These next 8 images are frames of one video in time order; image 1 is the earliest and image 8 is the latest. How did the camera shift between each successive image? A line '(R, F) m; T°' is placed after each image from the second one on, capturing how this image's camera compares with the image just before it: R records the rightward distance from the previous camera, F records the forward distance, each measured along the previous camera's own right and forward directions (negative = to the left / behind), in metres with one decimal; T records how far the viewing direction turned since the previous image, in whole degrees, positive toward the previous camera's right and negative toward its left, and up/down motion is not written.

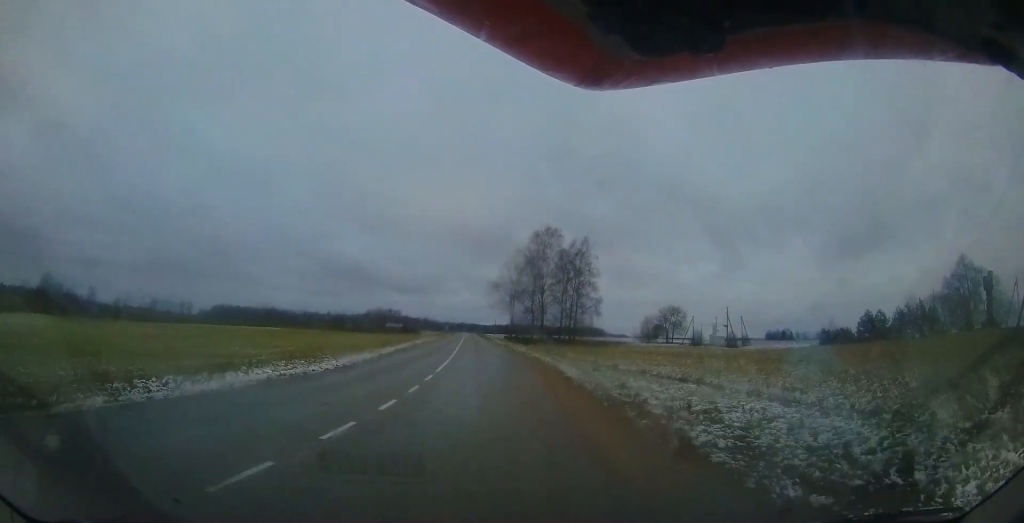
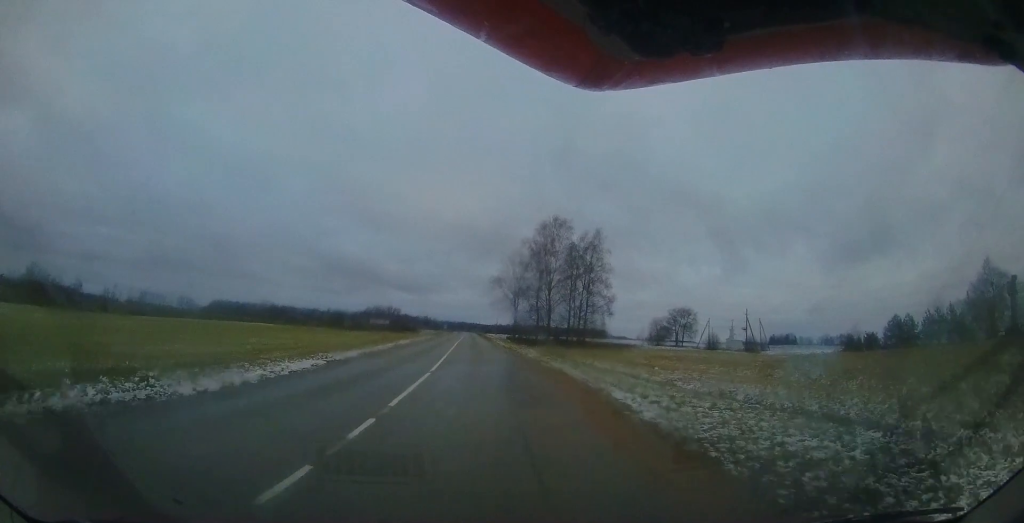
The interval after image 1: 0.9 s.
(0.0, +5.5) m; 0°
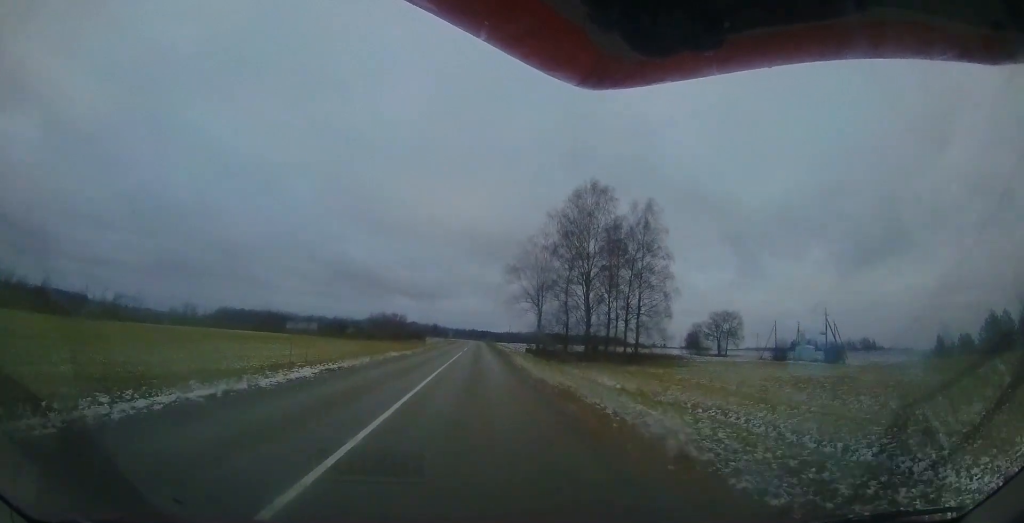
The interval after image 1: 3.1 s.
(+0.1, +16.2) m; +2°
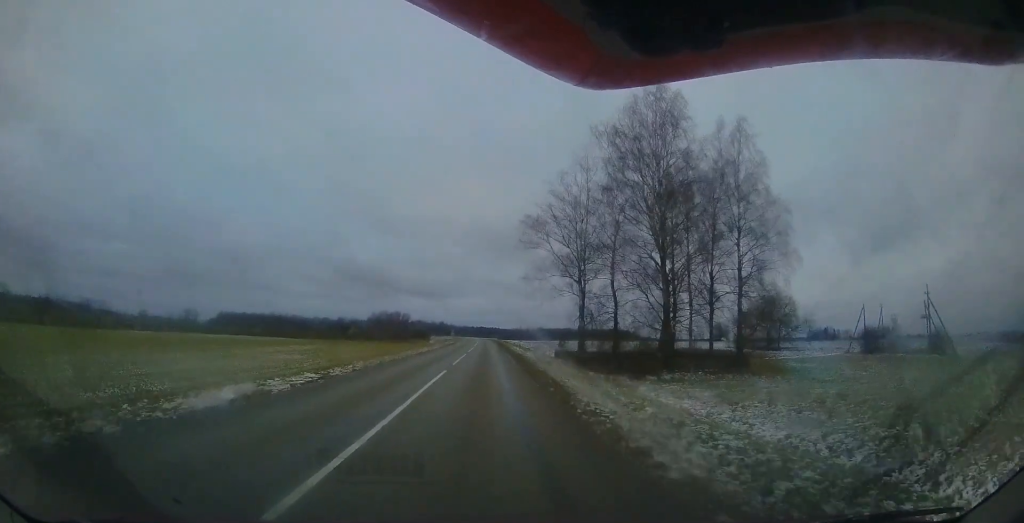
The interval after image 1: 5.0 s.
(-0.3, +16.5) m; -3°
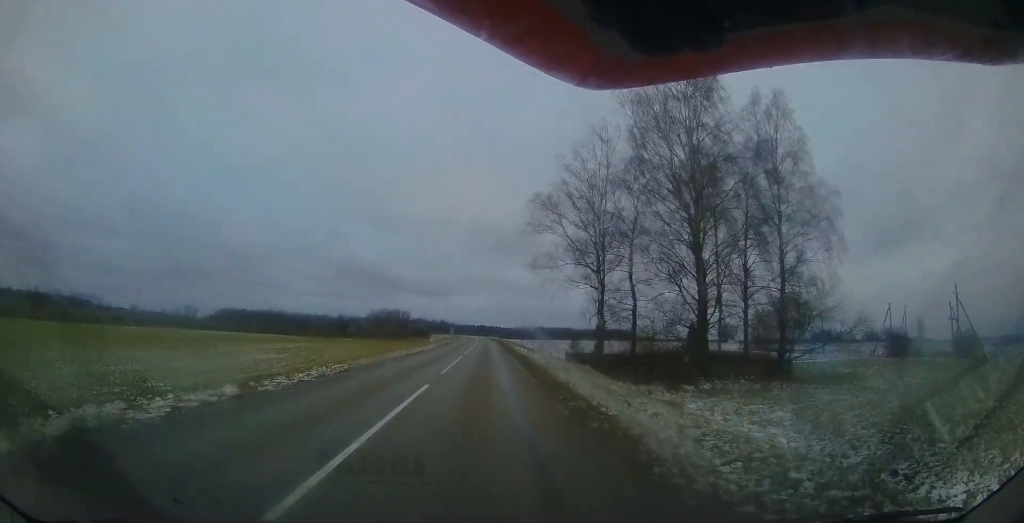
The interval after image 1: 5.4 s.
(0.0, +4.0) m; -1°
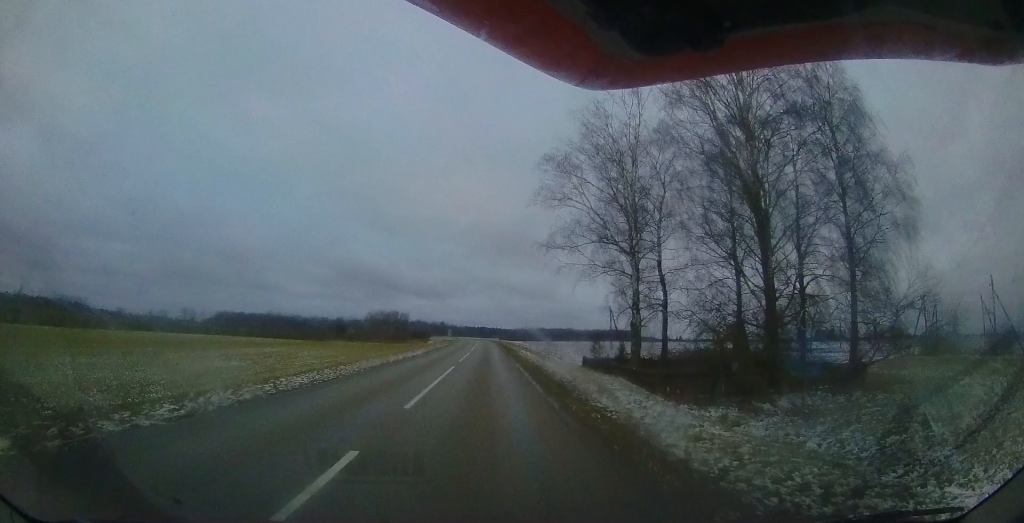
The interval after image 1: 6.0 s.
(-0.1, +5.4) m; -1°
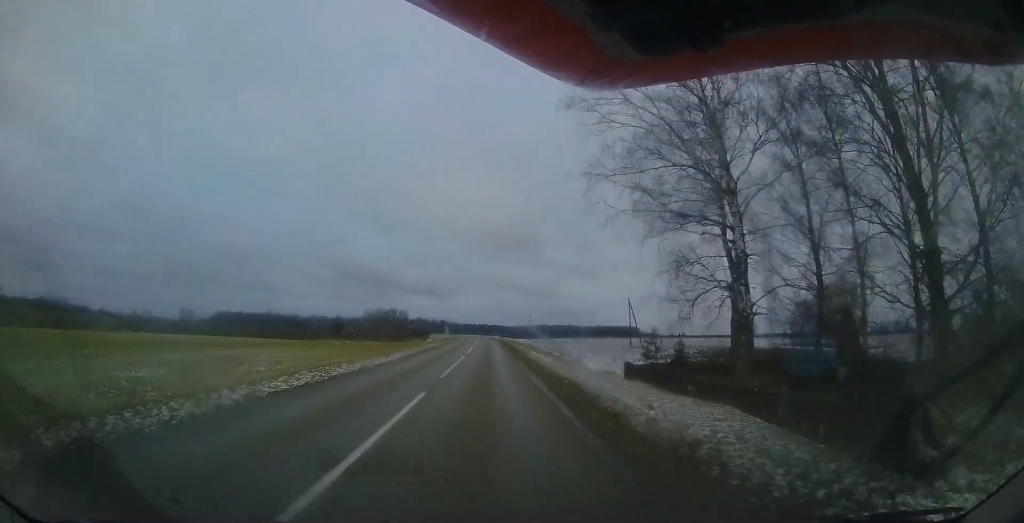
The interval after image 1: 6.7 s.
(-0.1, +7.3) m; 0°
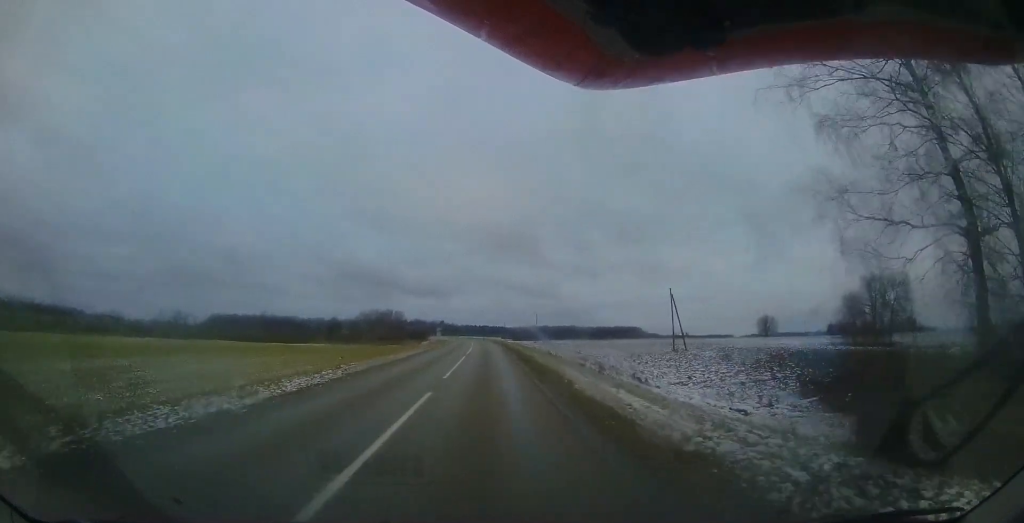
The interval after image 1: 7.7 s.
(+0.1, +11.4) m; +1°
